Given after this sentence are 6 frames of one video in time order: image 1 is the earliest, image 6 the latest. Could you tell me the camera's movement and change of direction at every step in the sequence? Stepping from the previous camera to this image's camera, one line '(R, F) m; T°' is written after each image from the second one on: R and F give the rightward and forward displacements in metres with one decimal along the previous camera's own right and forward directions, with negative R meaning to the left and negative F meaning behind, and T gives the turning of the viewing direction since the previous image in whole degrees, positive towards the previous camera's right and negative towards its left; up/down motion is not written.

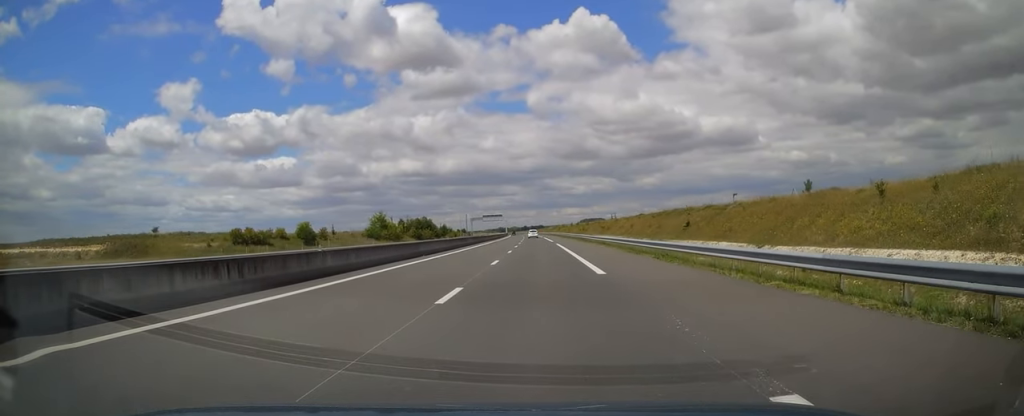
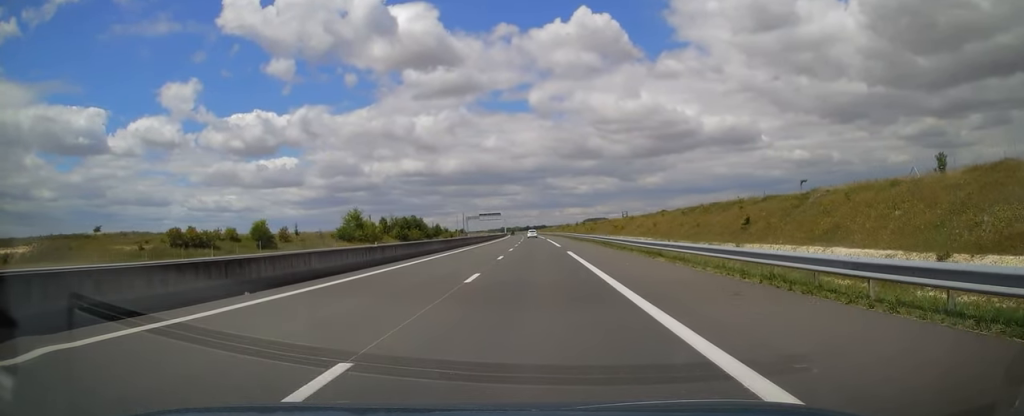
(0.0, +21.0) m; 0°
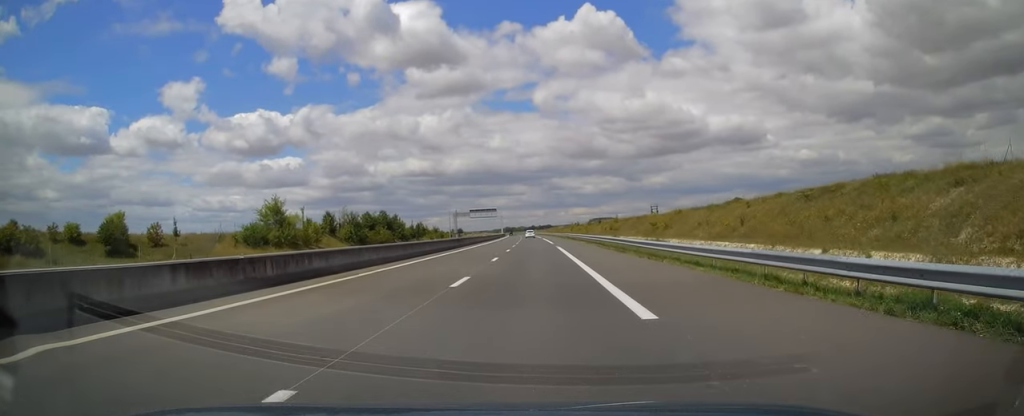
(+0.2, +39.7) m; 0°
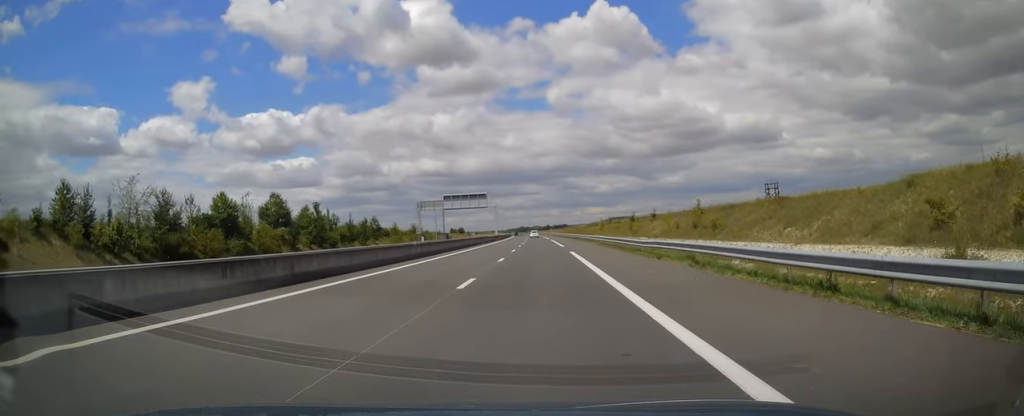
(-0.9, +64.5) m; -2°
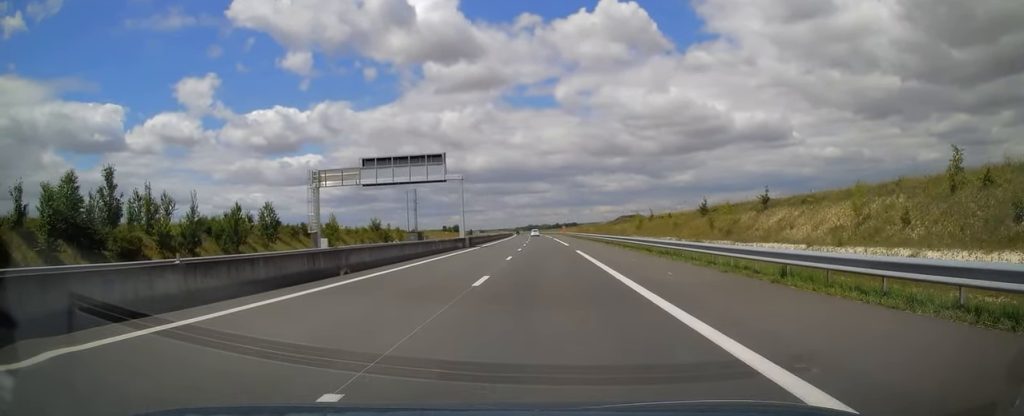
(-0.3, +50.8) m; 0°
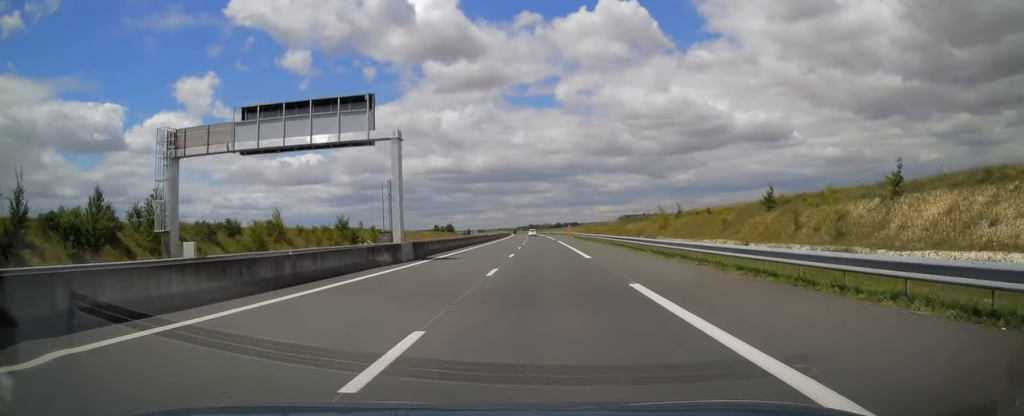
(-0.1, +22.5) m; 0°
